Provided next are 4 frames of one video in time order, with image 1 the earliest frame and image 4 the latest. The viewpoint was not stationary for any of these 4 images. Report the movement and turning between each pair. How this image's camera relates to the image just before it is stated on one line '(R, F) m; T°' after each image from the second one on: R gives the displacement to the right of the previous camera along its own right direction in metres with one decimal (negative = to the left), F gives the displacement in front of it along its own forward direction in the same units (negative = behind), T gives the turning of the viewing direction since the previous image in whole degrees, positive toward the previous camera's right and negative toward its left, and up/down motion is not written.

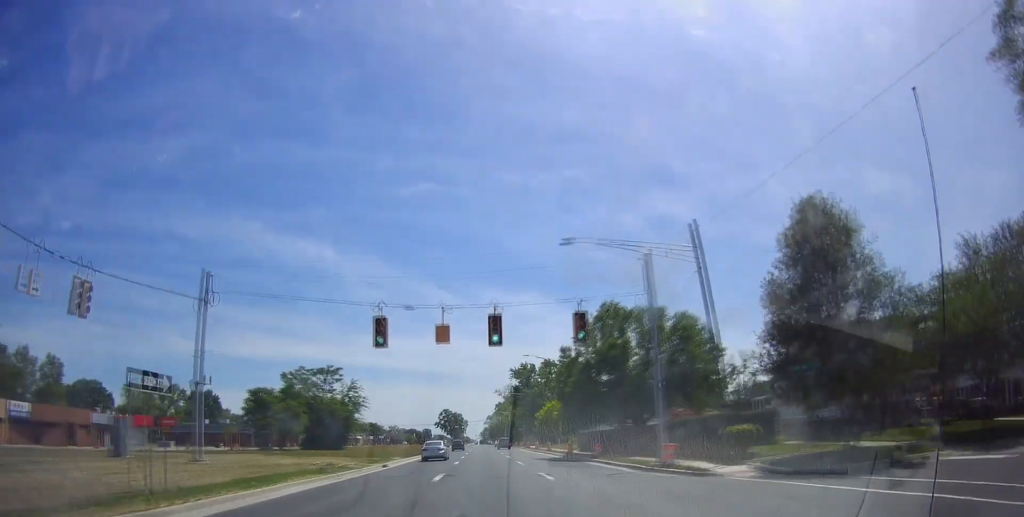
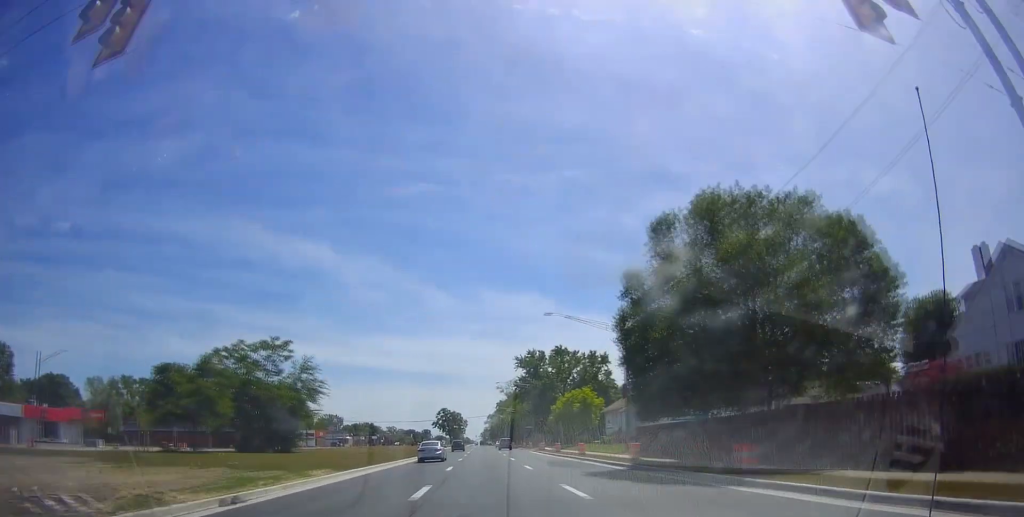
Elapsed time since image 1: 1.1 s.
(-0.2, +21.9) m; 0°
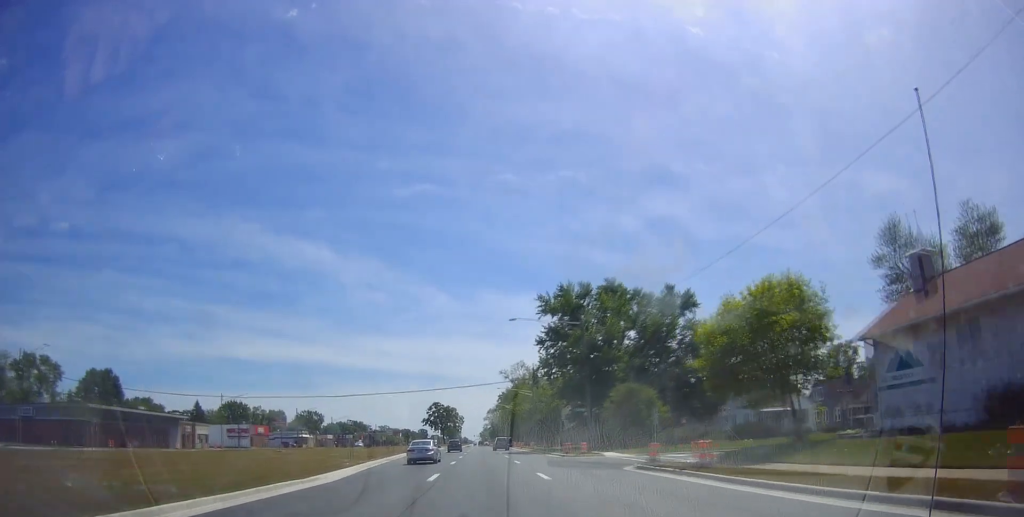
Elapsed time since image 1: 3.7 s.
(-0.3, +53.5) m; 0°
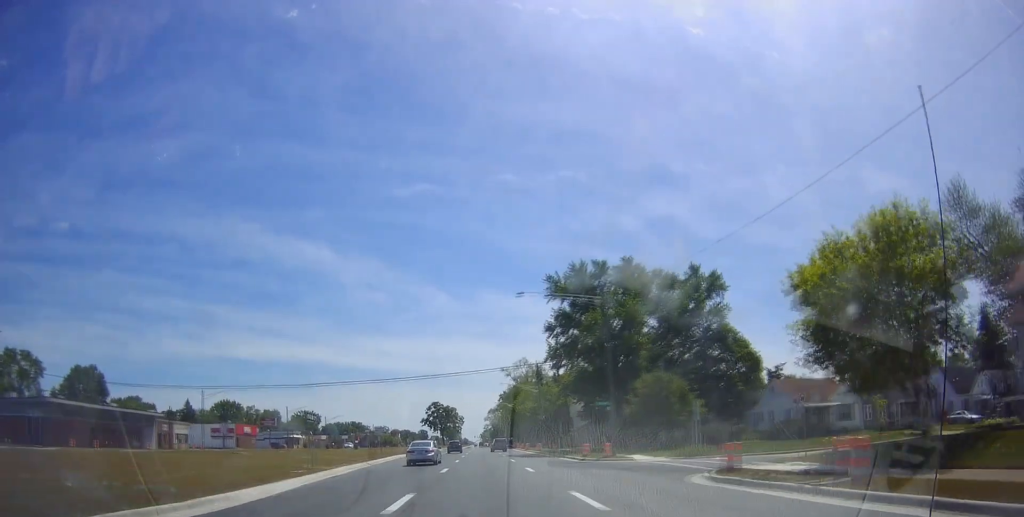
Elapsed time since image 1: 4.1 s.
(-0.1, +8.8) m; -1°
